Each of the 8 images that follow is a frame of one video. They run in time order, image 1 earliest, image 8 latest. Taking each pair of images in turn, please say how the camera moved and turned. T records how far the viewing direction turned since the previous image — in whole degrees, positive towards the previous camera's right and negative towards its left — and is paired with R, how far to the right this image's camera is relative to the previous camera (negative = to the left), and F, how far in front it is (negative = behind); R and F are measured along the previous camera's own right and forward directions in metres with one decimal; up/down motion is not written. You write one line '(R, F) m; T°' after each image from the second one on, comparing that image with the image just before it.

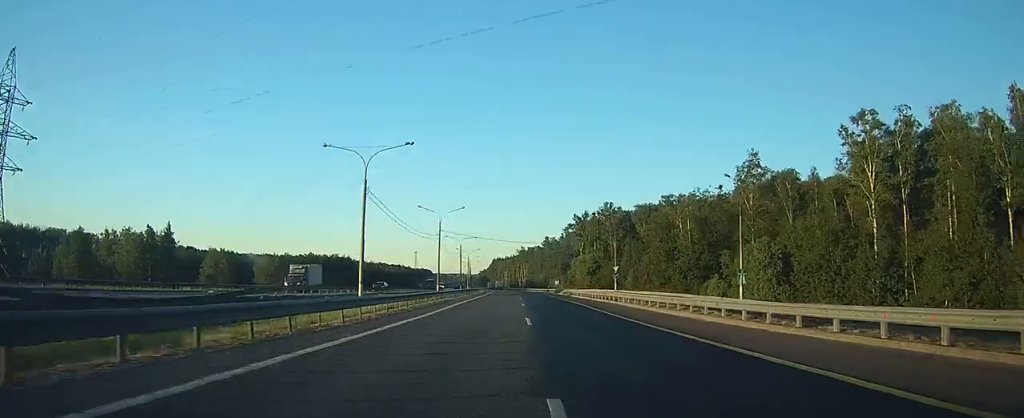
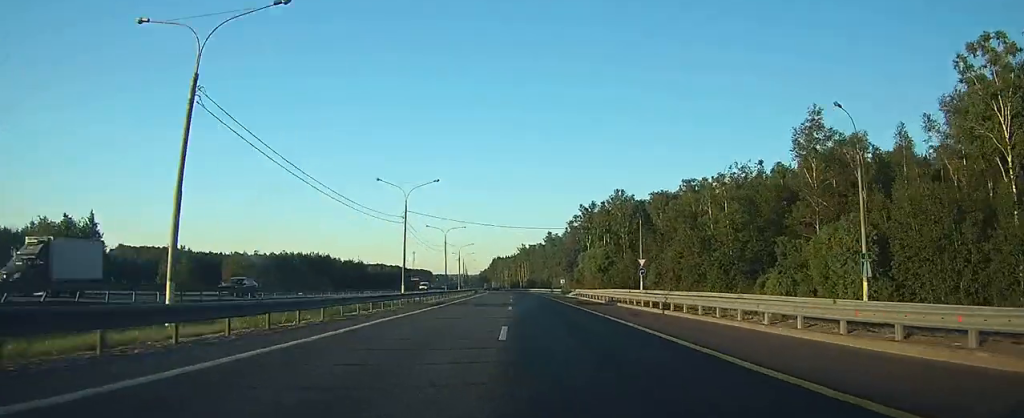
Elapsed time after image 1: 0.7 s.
(0.0, +21.6) m; 0°
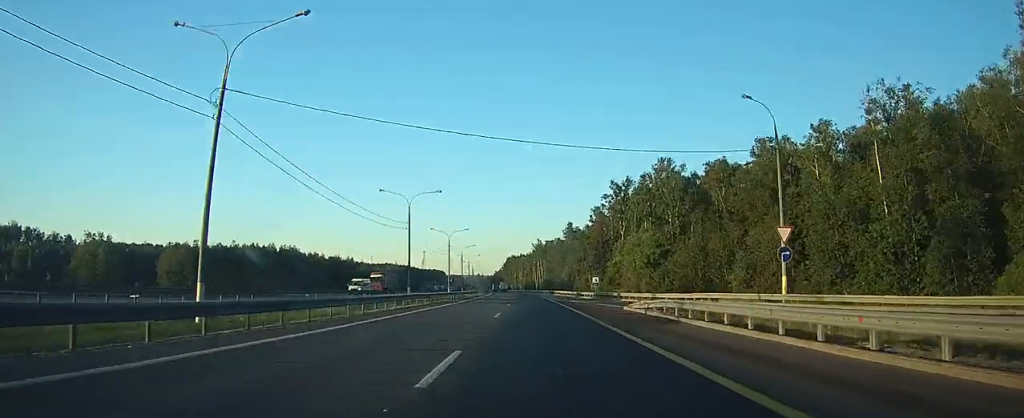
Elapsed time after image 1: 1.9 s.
(-0.1, +37.8) m; -1°
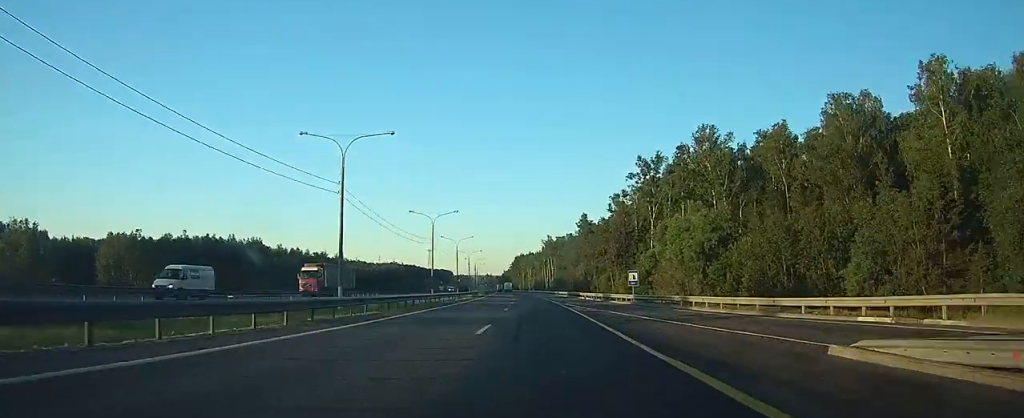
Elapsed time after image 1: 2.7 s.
(-0.1, +23.5) m; -1°
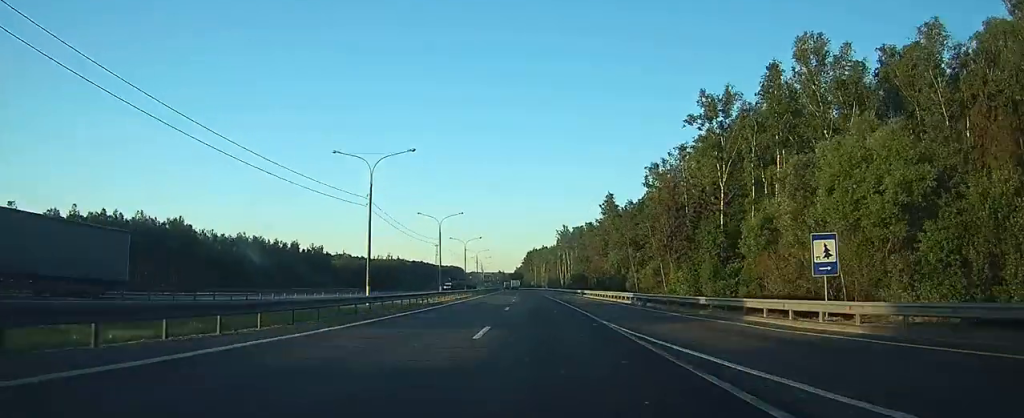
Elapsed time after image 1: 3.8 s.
(-0.4, +33.7) m; -1°
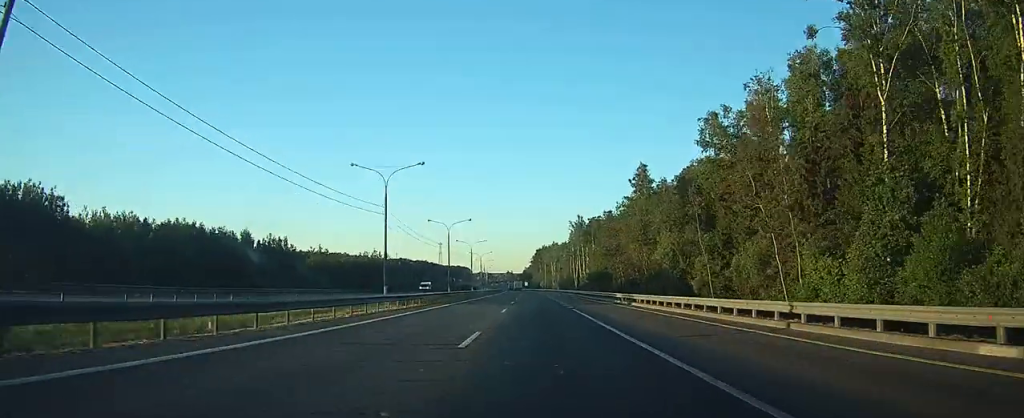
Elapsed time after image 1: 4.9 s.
(-0.4, +33.8) m; -1°
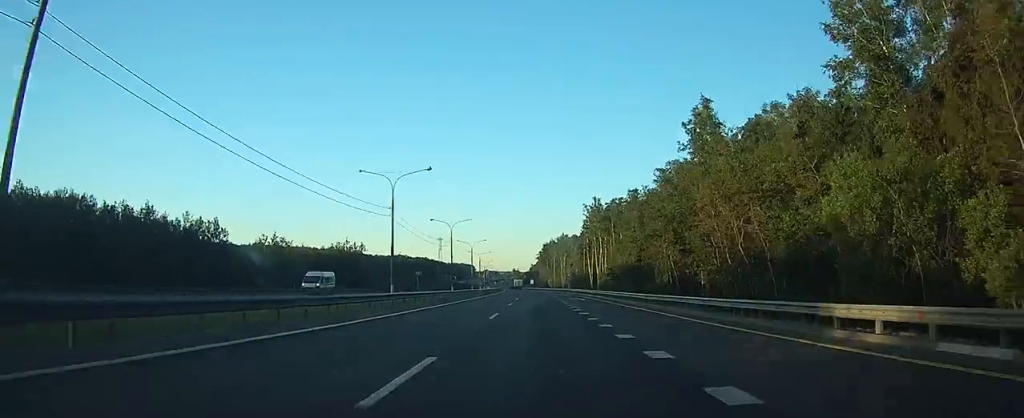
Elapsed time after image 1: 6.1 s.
(-0.4, +38.1) m; -1°
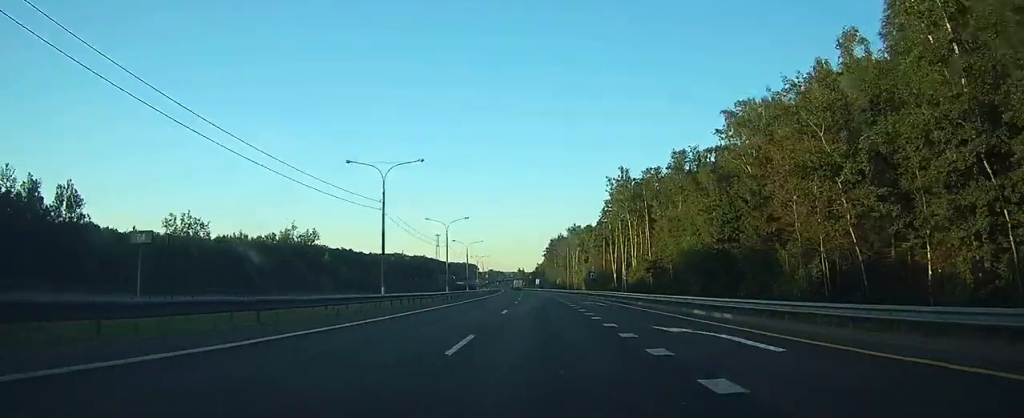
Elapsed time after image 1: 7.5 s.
(-0.3, +43.5) m; -1°
